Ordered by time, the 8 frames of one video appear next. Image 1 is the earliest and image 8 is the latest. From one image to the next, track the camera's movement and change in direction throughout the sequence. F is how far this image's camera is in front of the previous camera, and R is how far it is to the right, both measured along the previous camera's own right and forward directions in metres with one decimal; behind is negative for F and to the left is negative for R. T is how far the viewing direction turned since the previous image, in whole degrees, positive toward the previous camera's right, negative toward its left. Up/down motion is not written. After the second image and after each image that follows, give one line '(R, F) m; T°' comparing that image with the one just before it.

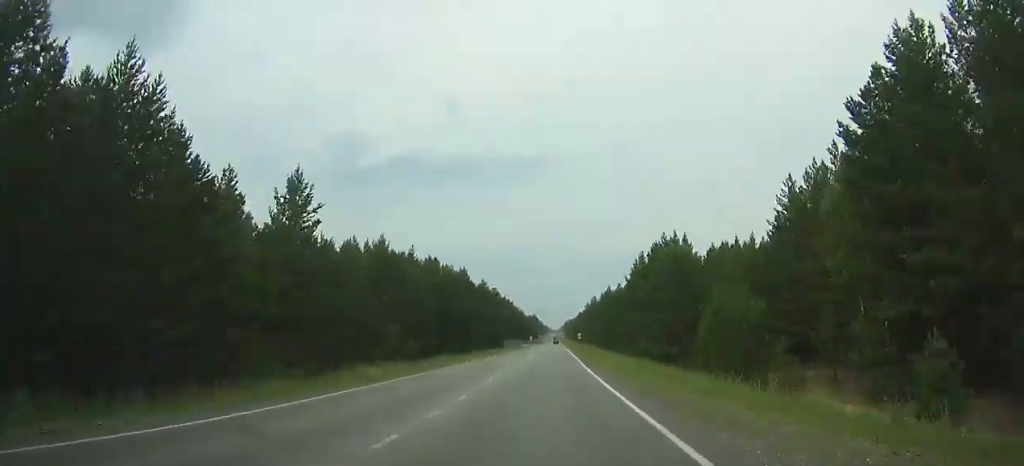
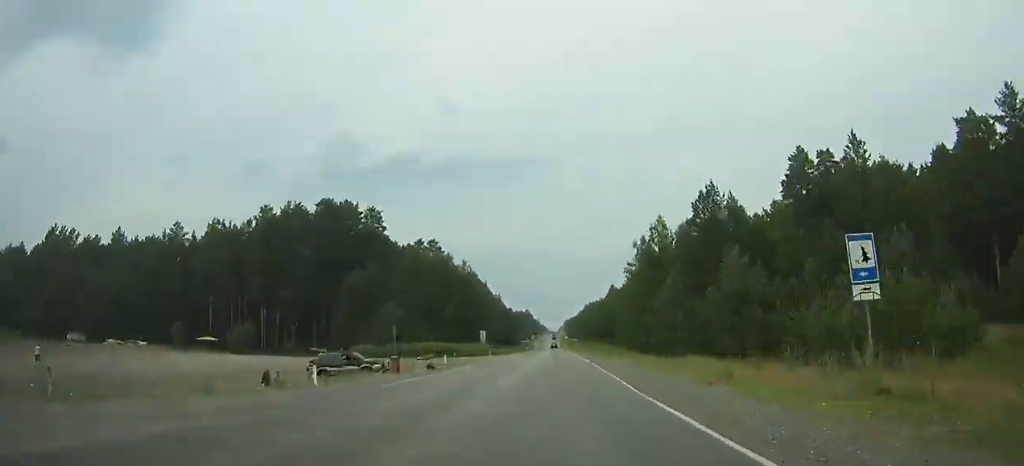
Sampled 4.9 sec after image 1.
(+0.3, +159.1) m; 0°
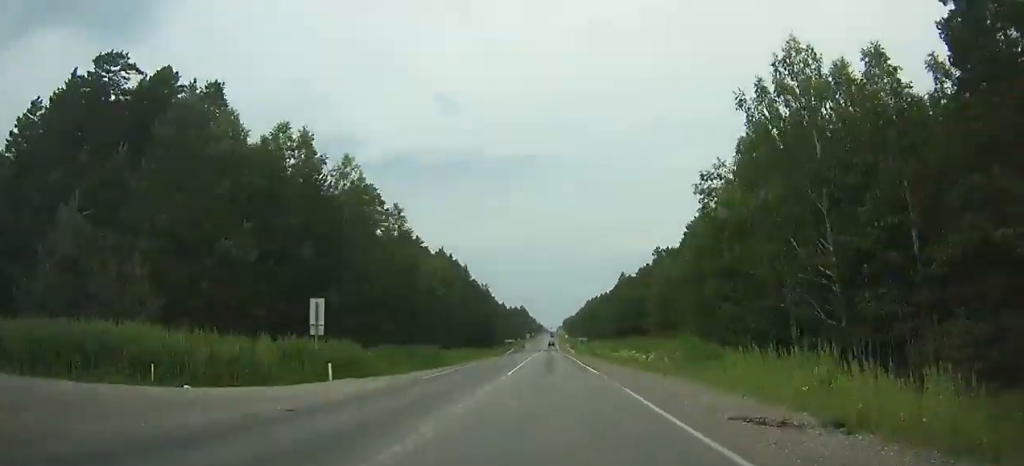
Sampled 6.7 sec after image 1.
(+0.1, +52.0) m; 0°
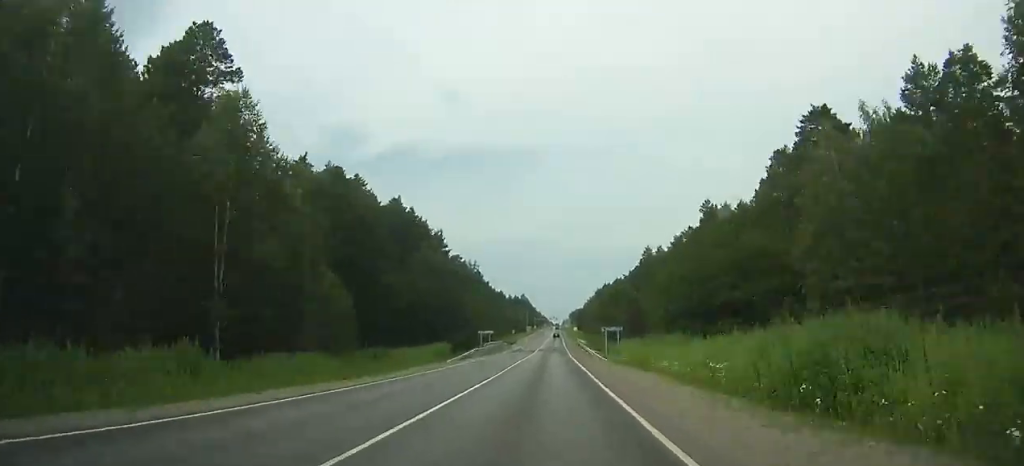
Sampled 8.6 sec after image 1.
(-0.2, +53.1) m; 0°
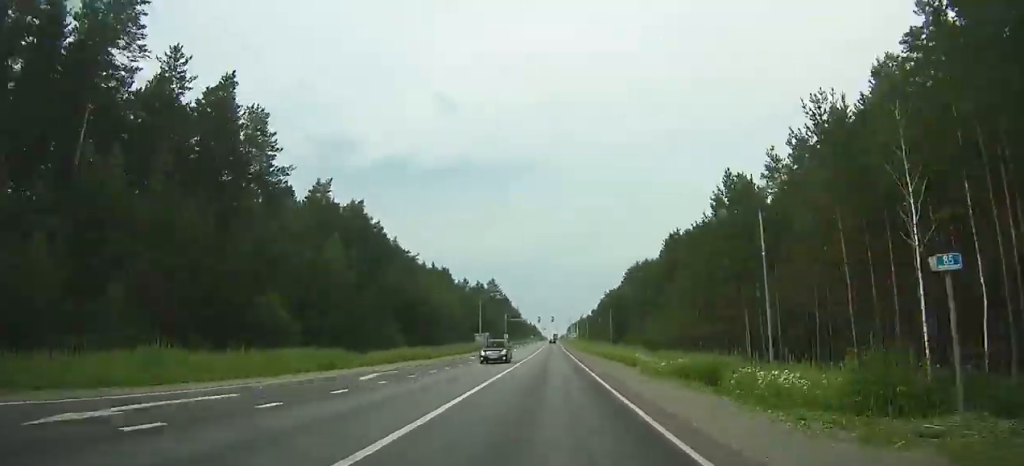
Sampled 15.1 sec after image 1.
(-0.2, +181.9) m; 0°
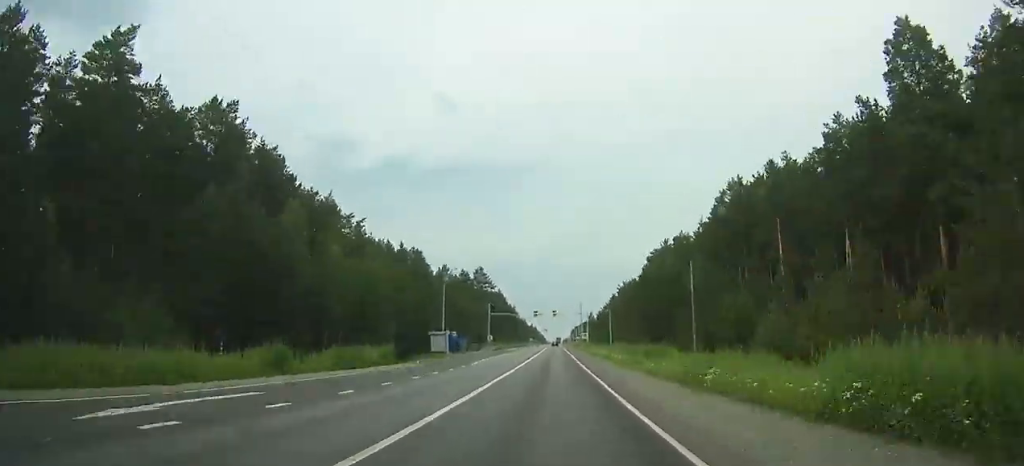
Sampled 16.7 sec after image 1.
(+0.2, +44.8) m; 0°
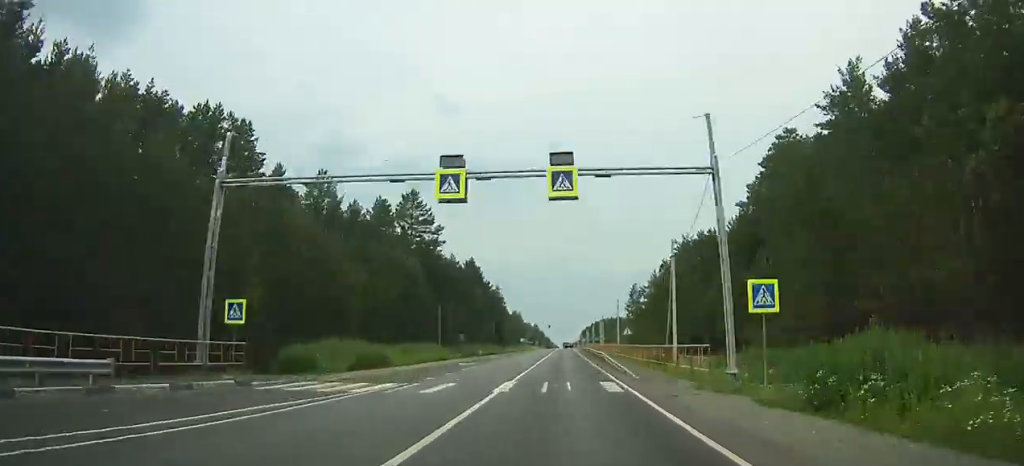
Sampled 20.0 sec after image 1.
(-0.6, +88.9) m; +1°
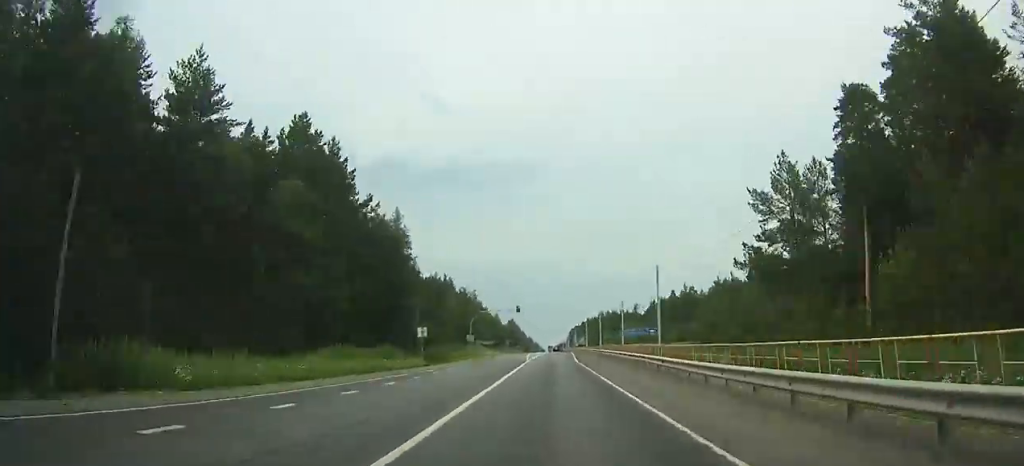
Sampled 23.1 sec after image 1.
(+1.8, +80.0) m; +1°
